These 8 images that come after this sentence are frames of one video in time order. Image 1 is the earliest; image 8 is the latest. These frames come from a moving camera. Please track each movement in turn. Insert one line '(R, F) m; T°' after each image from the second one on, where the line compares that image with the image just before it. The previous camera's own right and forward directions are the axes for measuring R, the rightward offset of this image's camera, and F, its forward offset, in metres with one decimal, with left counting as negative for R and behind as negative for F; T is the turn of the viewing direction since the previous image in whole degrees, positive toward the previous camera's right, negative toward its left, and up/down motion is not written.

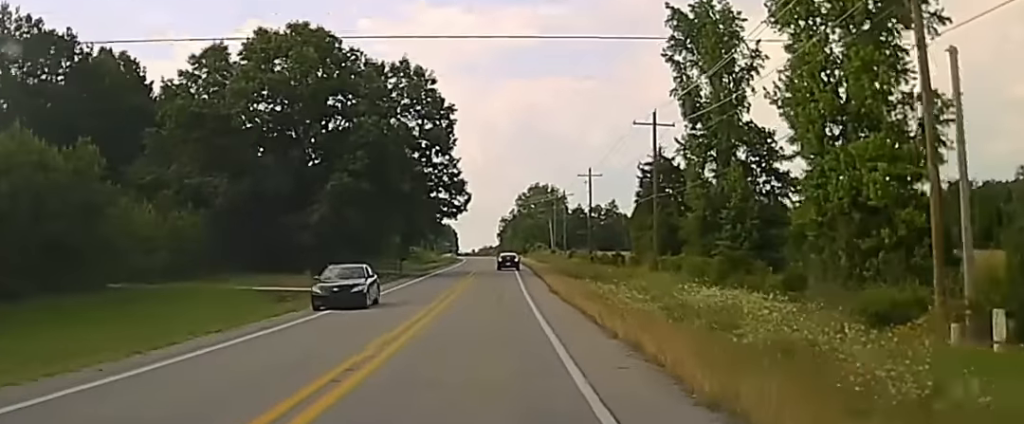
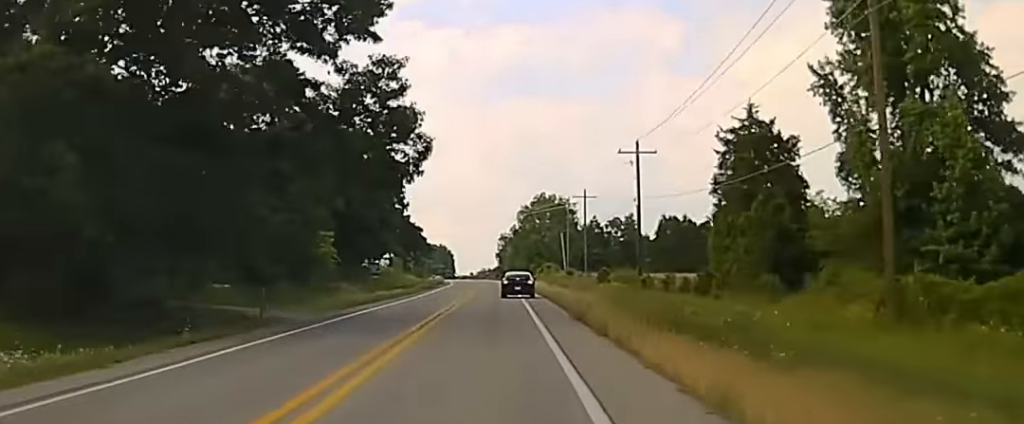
(0.0, +47.1) m; -1°
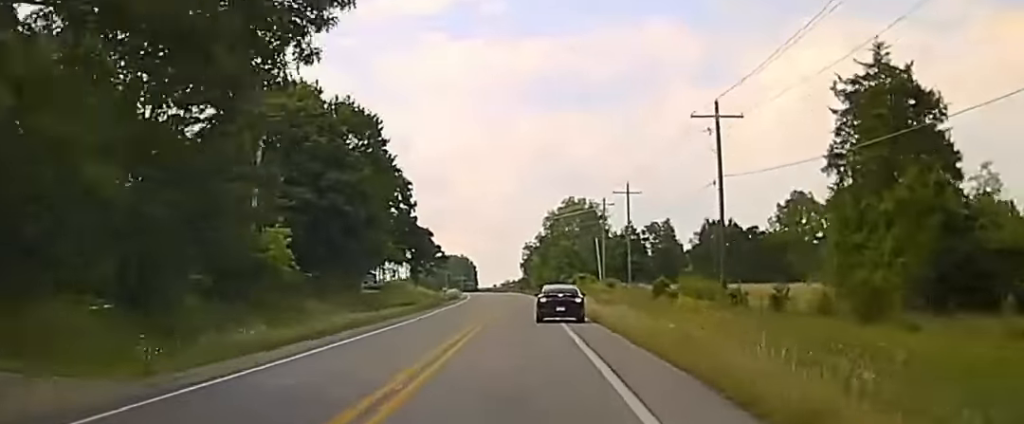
(-0.2, +23.7) m; 0°
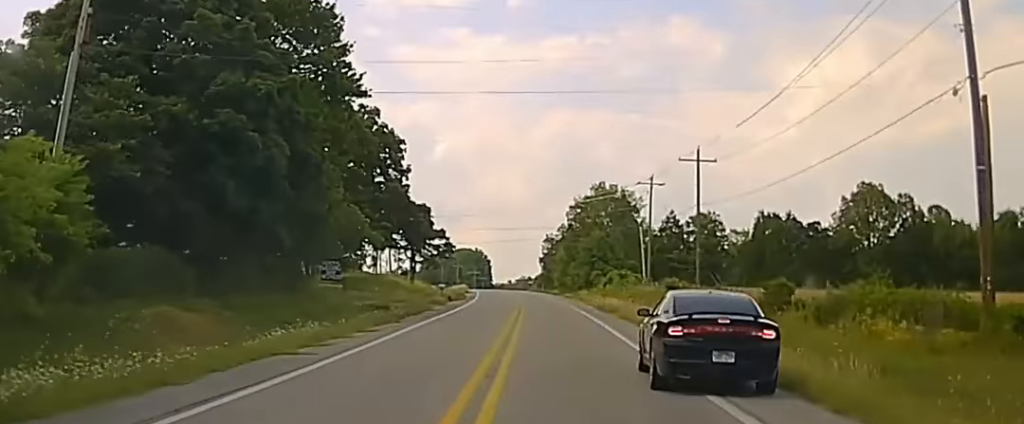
(-0.2, +31.7) m; 0°
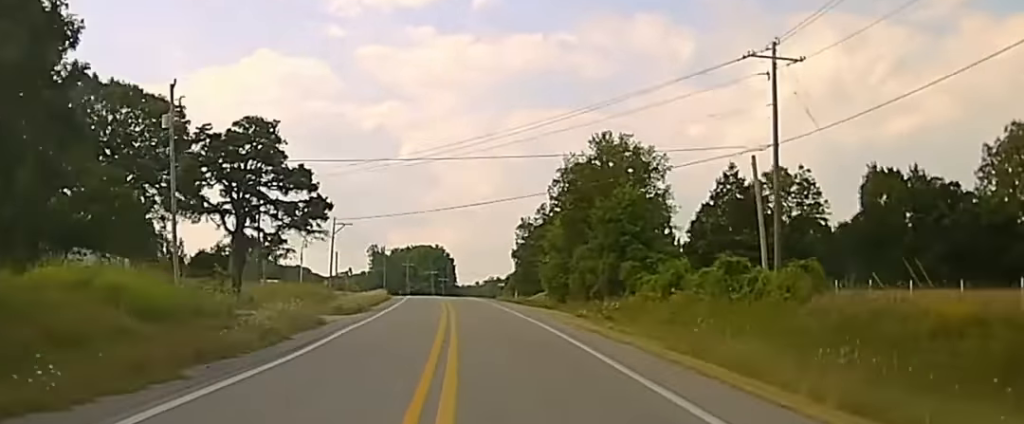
(0.0, +66.3) m; 0°
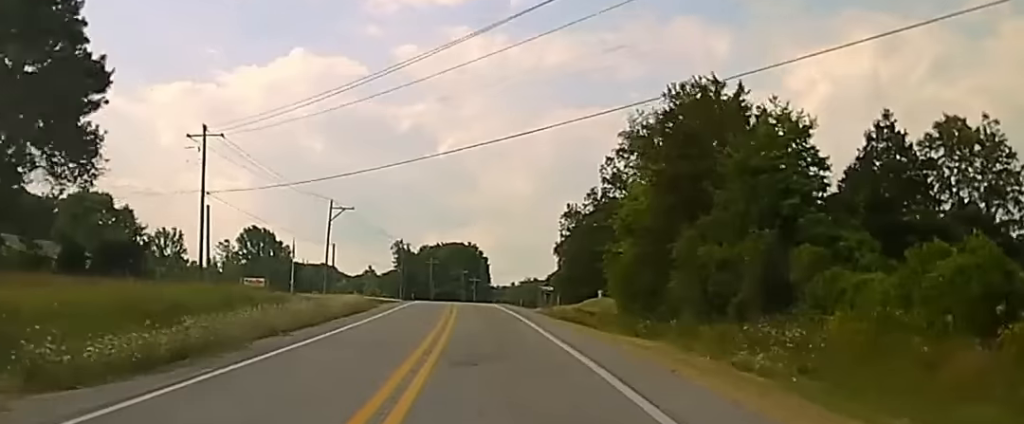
(0.0, +30.7) m; -1°
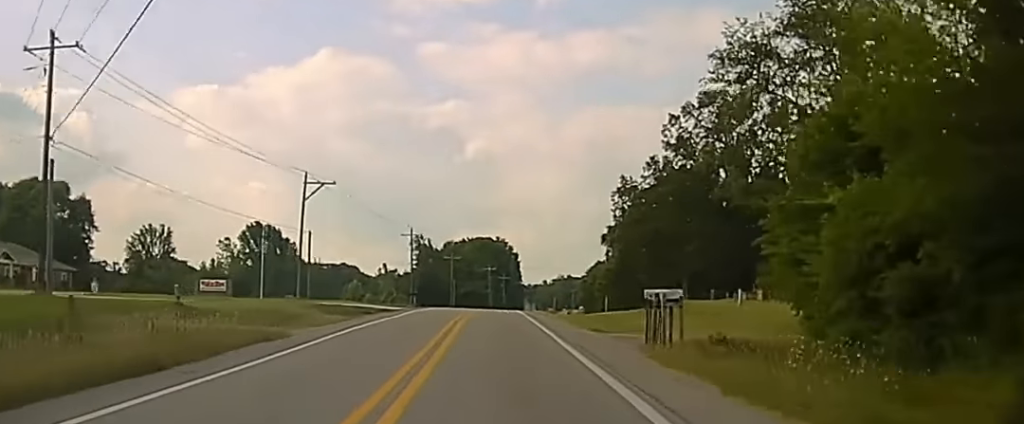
(-0.3, +33.7) m; -1°
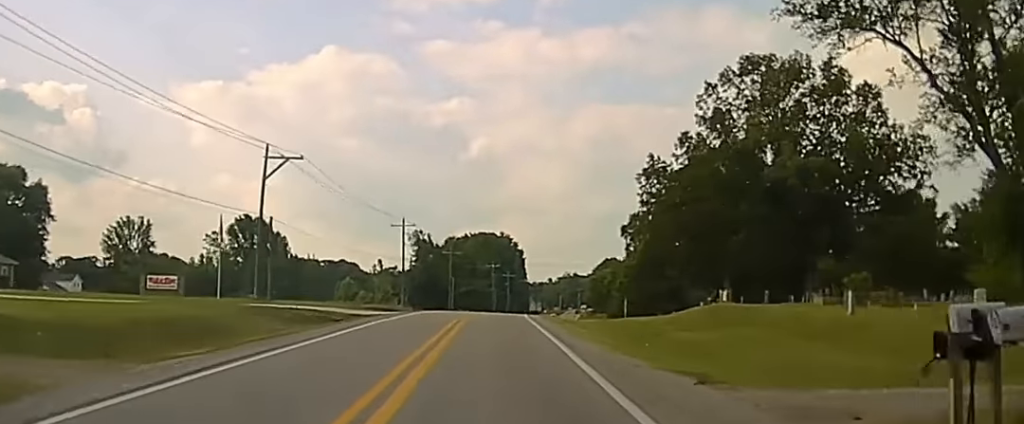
(-0.2, +18.2) m; 0°
